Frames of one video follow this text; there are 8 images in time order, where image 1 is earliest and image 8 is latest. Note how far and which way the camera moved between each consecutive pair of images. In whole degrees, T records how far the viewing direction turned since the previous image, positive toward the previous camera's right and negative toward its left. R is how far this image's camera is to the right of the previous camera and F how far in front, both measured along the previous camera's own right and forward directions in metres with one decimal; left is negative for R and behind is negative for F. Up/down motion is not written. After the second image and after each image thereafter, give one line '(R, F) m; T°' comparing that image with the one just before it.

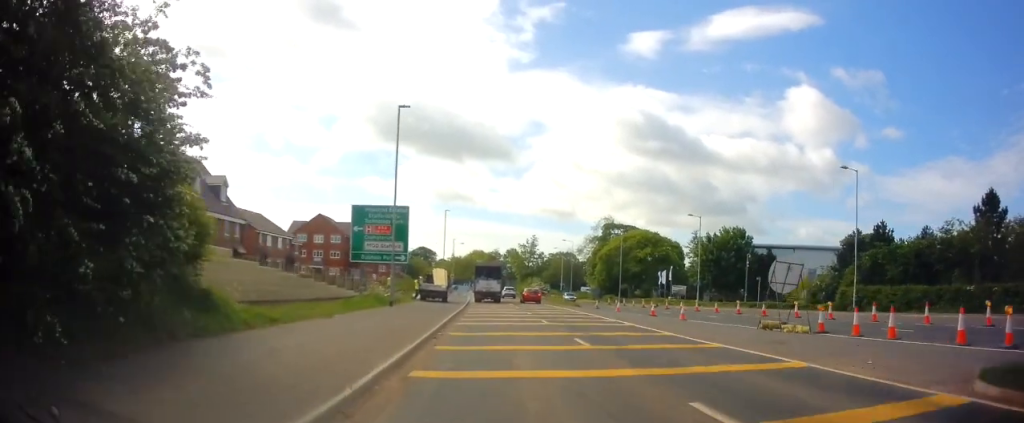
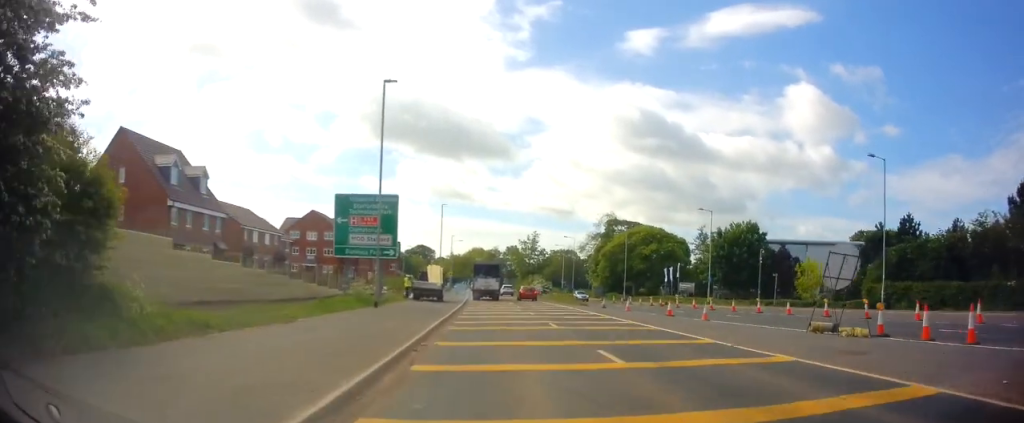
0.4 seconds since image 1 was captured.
(0.0, +3.7) m; -1°
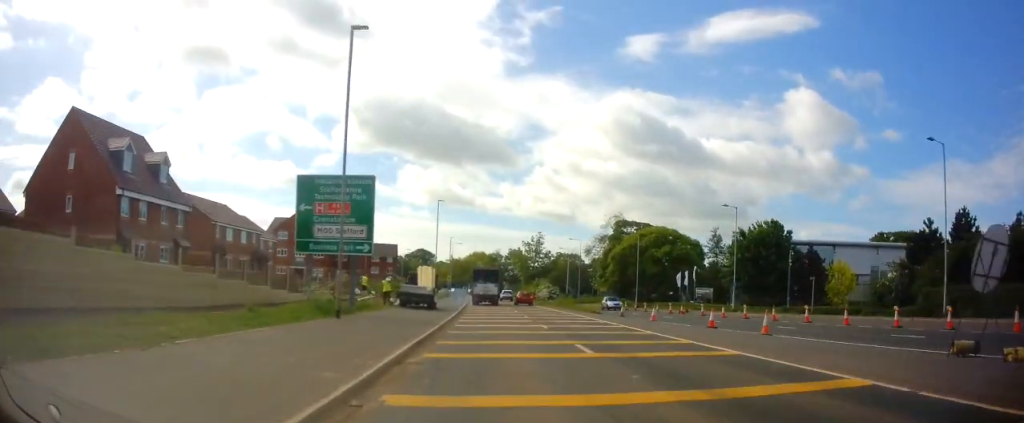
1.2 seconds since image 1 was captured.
(0.0, +6.3) m; -1°
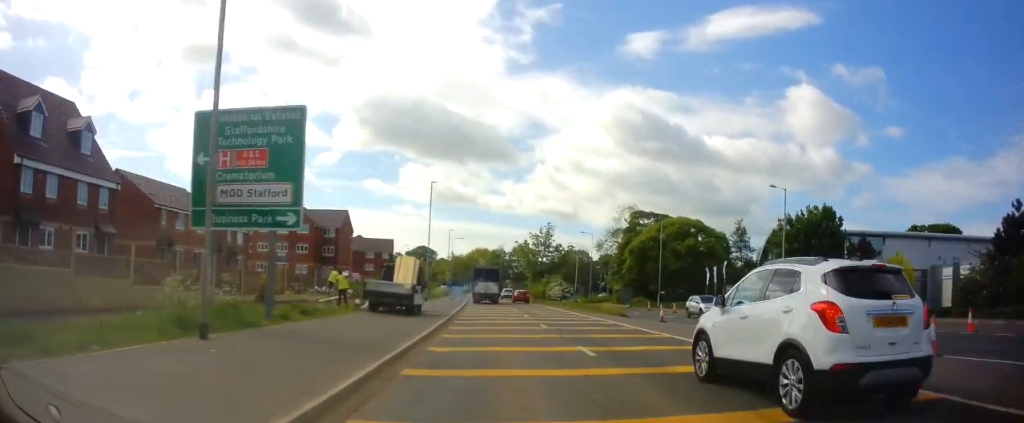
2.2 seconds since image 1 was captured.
(-0.1, +9.4) m; +1°
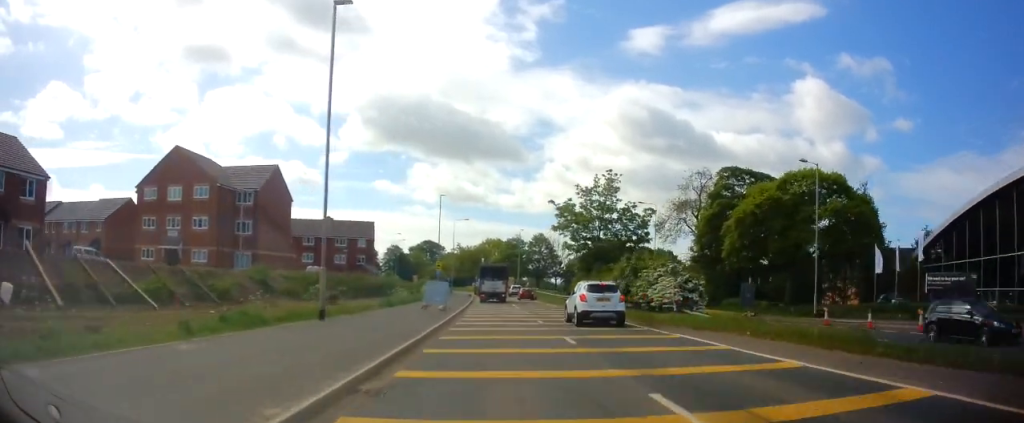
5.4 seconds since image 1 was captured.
(-0.4, +32.3) m; -3°
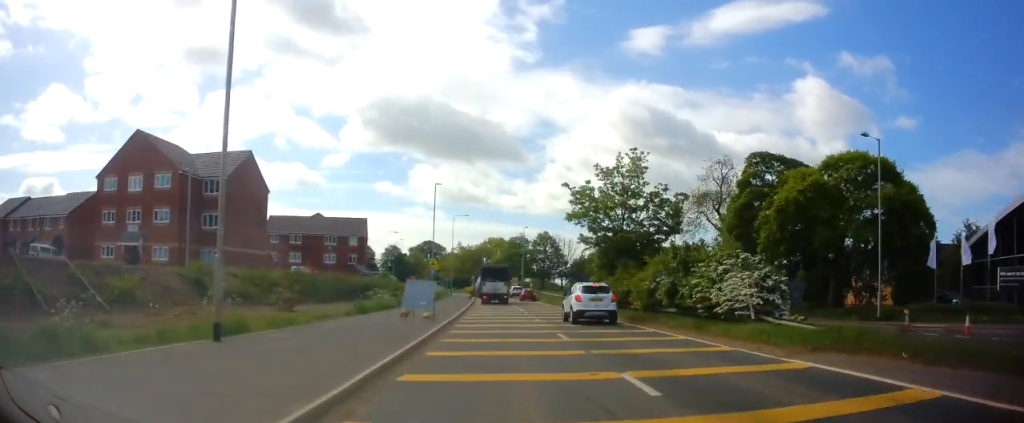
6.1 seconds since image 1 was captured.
(-0.1, +6.8) m; 0°
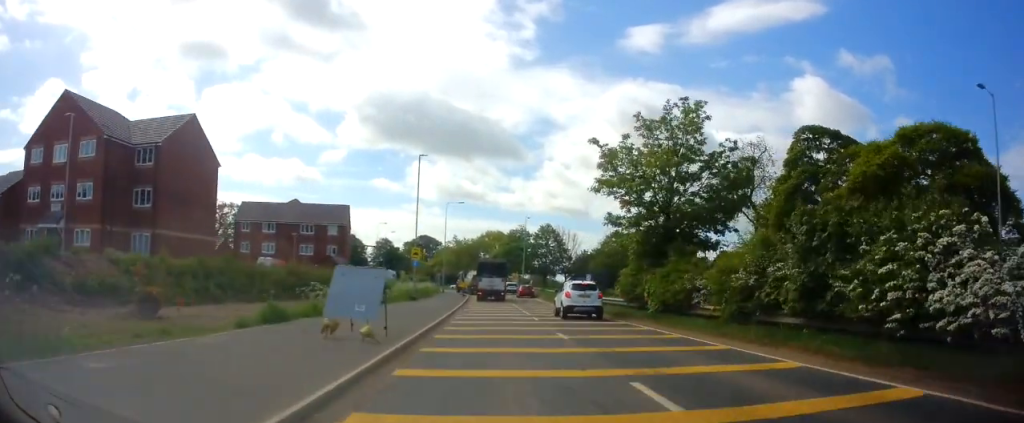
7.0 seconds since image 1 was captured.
(+0.2, +9.6) m; +1°
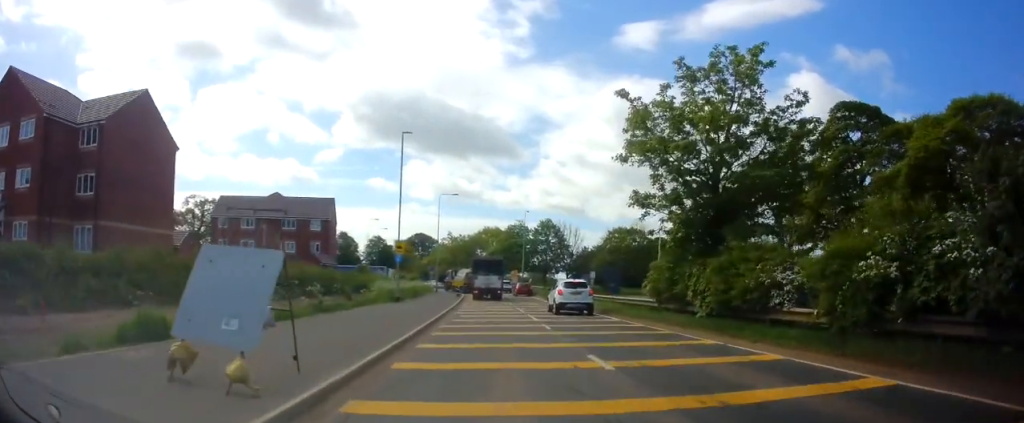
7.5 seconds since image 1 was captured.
(0.0, +5.8) m; 0°
